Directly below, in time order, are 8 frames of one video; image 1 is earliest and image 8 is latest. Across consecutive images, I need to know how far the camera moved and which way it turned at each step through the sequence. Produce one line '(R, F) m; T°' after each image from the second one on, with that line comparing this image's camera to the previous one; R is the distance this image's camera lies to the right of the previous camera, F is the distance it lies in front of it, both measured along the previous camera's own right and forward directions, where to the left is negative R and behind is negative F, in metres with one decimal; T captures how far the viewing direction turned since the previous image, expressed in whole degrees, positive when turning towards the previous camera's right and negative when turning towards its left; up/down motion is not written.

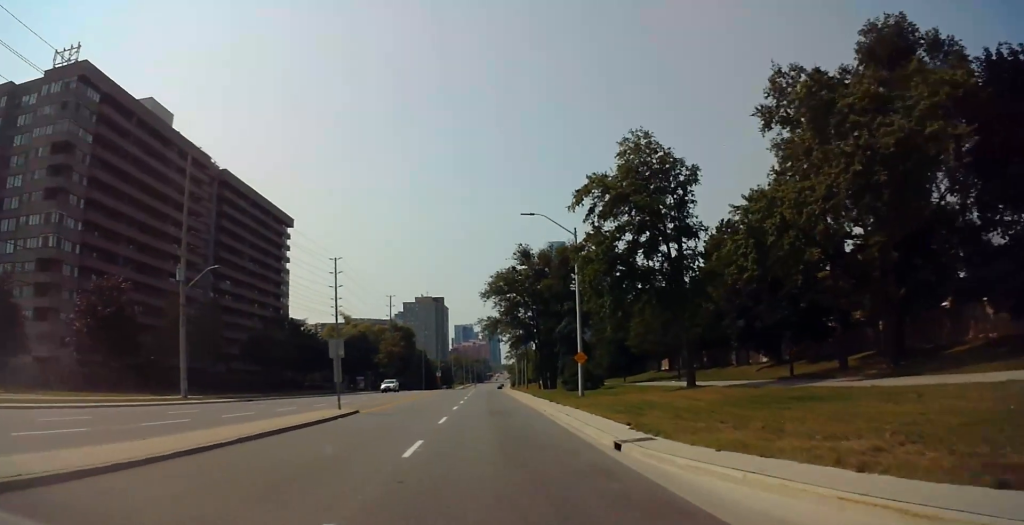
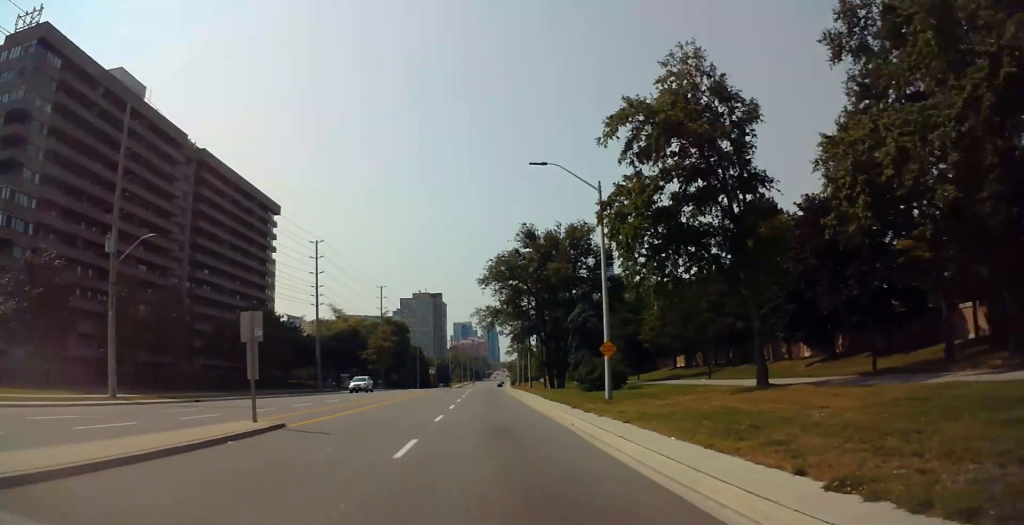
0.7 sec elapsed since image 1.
(-0.3, +9.4) m; +1°
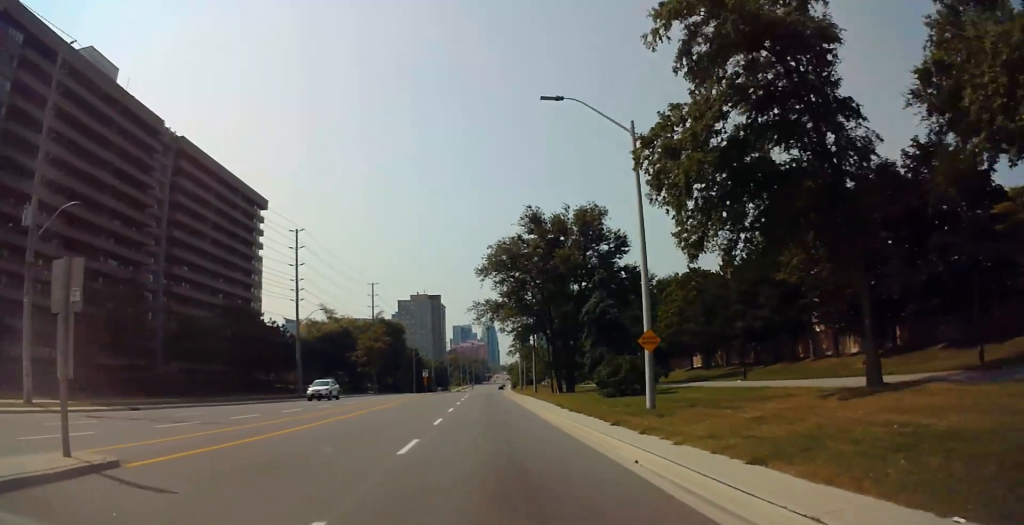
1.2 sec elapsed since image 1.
(+0.3, +8.1) m; +1°
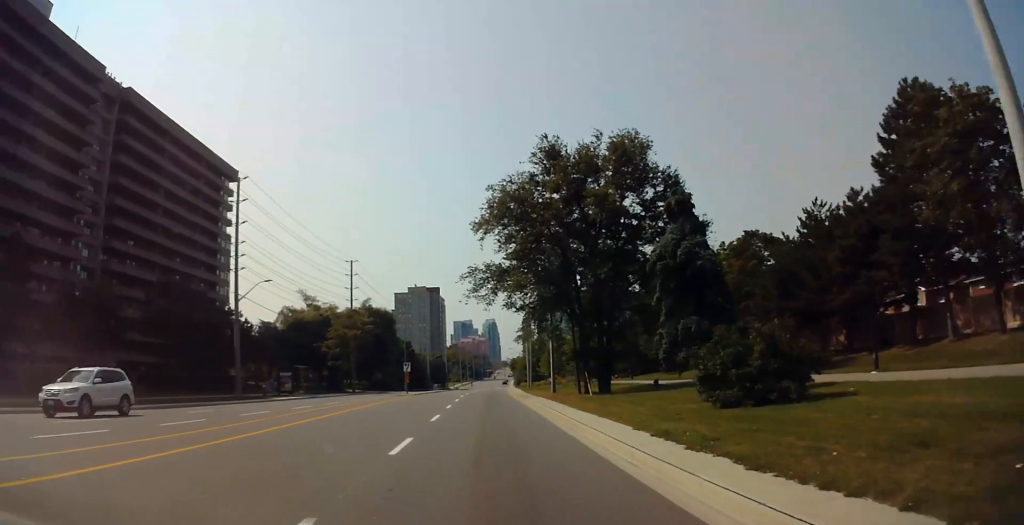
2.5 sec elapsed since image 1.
(+0.1, +17.6) m; -1°
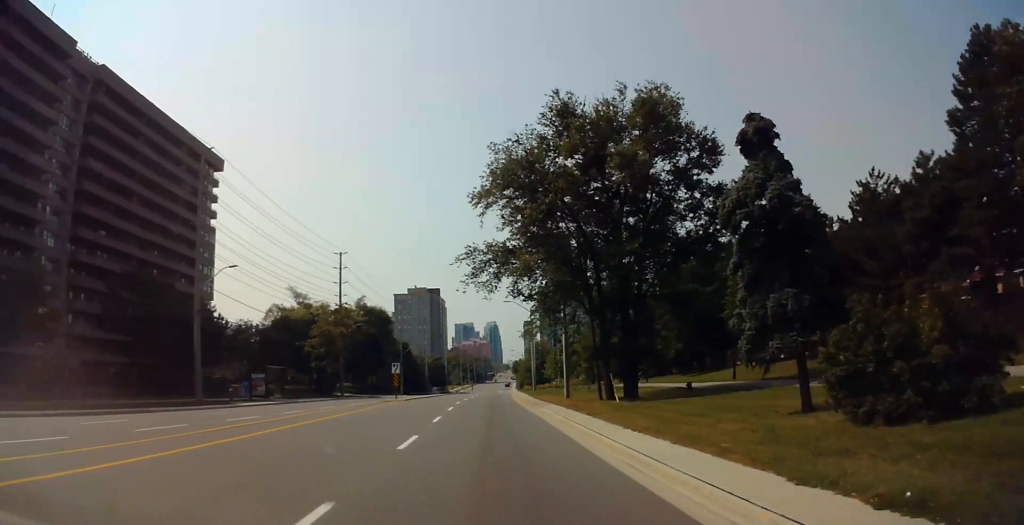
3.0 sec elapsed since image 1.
(-0.1, +7.7) m; -1°
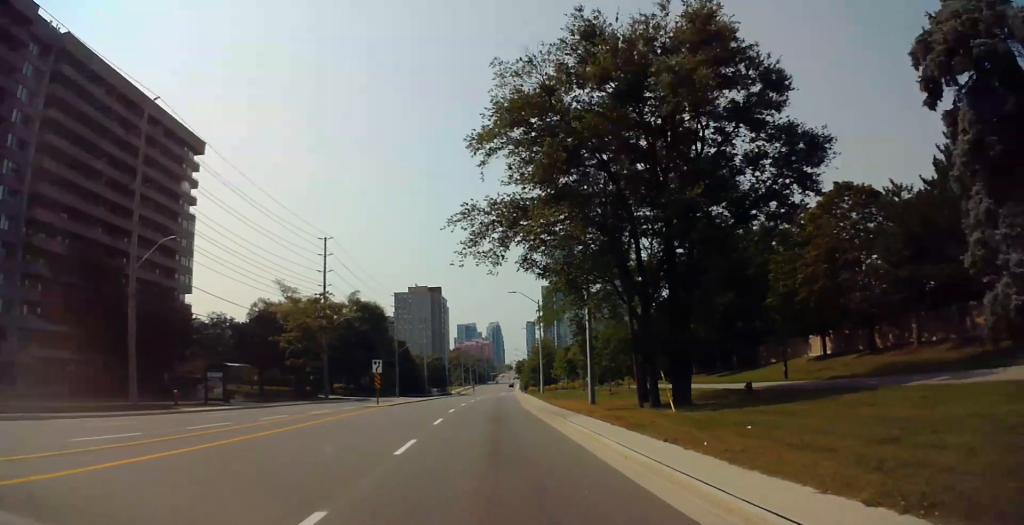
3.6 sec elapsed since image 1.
(-0.2, +9.2) m; 0°
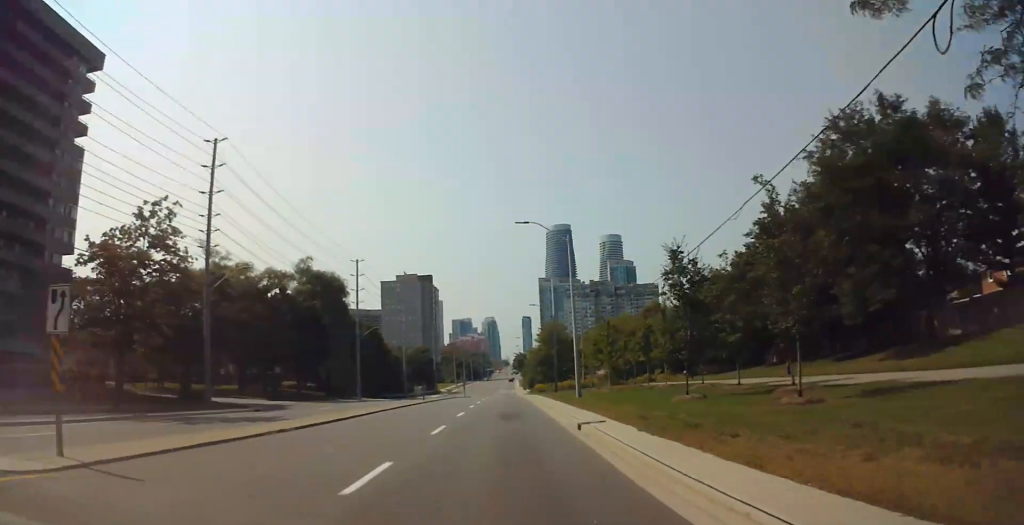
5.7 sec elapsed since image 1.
(-0.7, +30.5) m; -1°
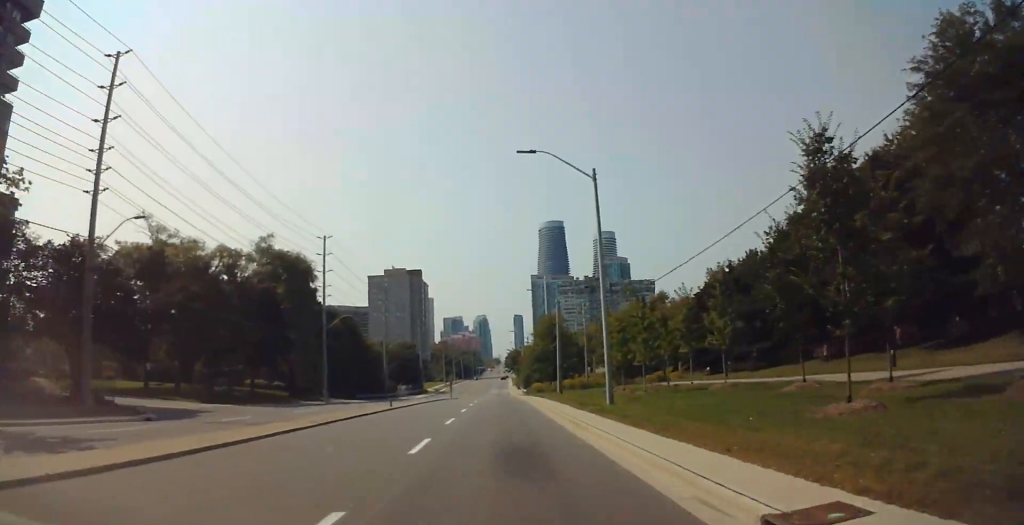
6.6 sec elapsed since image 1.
(+0.6, +13.0) m; +1°
